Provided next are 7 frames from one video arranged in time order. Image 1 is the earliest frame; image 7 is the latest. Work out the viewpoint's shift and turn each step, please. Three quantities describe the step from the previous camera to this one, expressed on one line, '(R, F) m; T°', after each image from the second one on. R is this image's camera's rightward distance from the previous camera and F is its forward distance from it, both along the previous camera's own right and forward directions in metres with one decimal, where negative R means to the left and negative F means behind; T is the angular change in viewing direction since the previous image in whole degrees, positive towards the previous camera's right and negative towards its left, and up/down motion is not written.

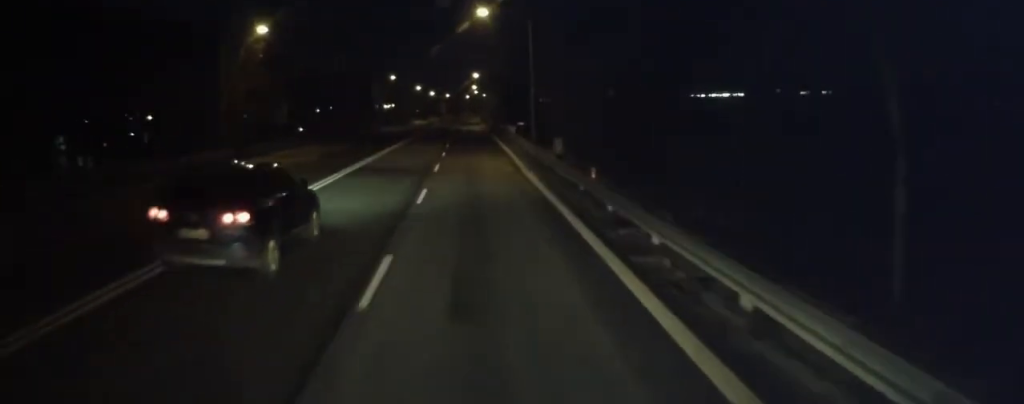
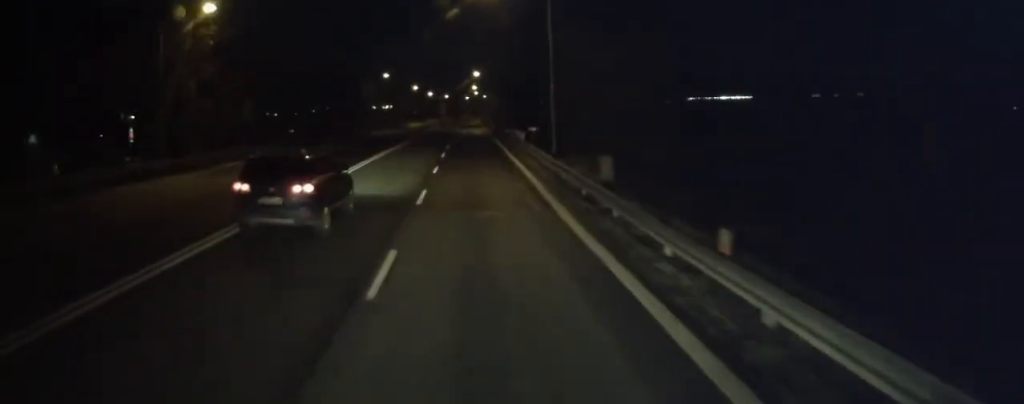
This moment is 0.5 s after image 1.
(-0.1, +8.7) m; -1°
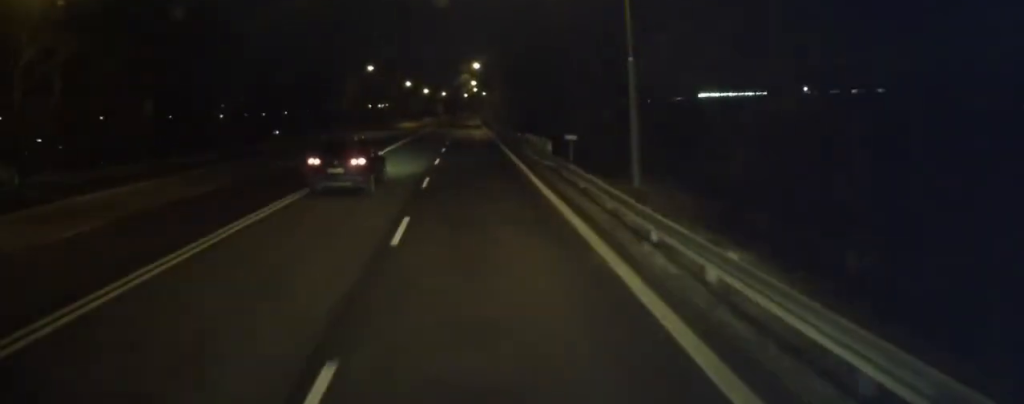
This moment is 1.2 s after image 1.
(-0.2, +14.2) m; -1°
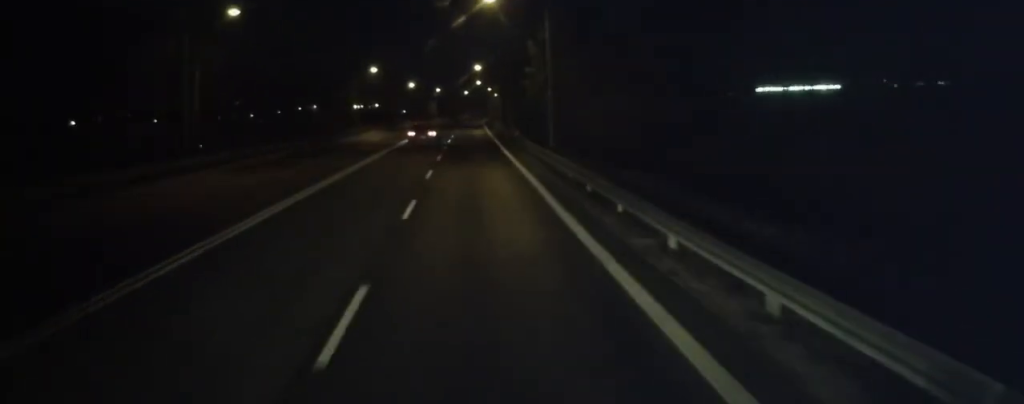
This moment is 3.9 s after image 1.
(+0.8, +49.5) m; +2°
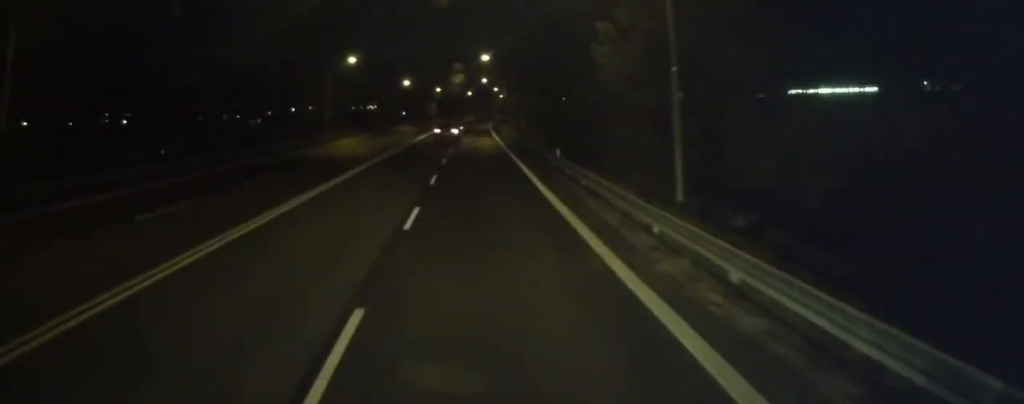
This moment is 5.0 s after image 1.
(0.0, +18.6) m; 0°
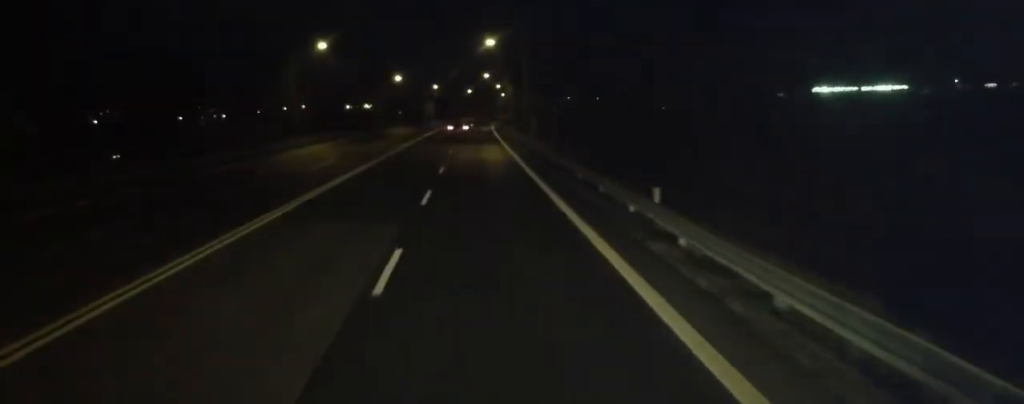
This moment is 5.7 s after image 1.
(+0.1, +13.7) m; -1°
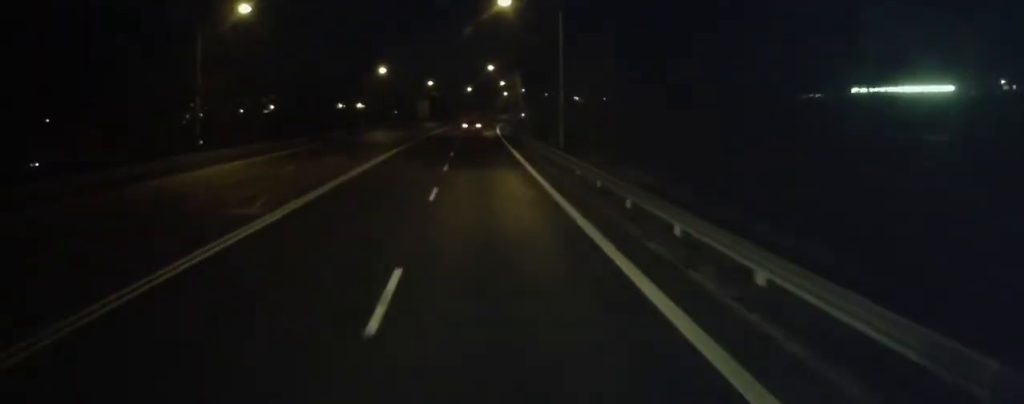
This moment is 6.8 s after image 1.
(-0.5, +18.9) m; 0°
